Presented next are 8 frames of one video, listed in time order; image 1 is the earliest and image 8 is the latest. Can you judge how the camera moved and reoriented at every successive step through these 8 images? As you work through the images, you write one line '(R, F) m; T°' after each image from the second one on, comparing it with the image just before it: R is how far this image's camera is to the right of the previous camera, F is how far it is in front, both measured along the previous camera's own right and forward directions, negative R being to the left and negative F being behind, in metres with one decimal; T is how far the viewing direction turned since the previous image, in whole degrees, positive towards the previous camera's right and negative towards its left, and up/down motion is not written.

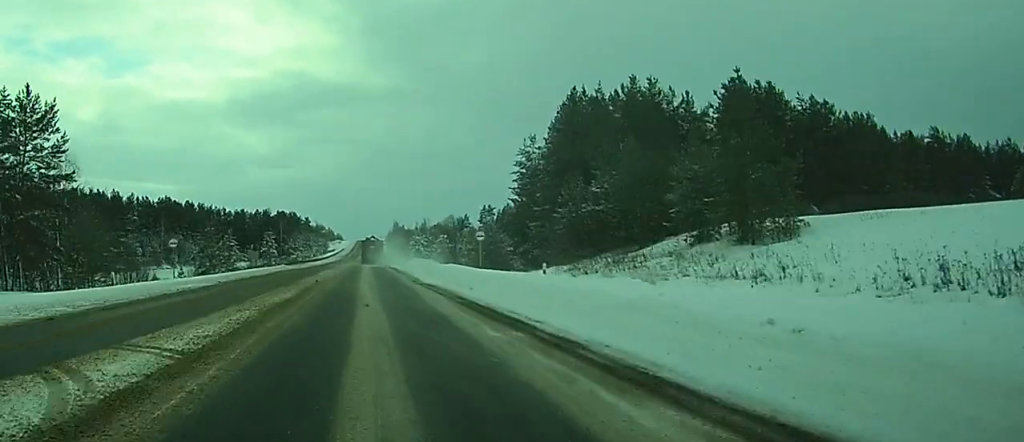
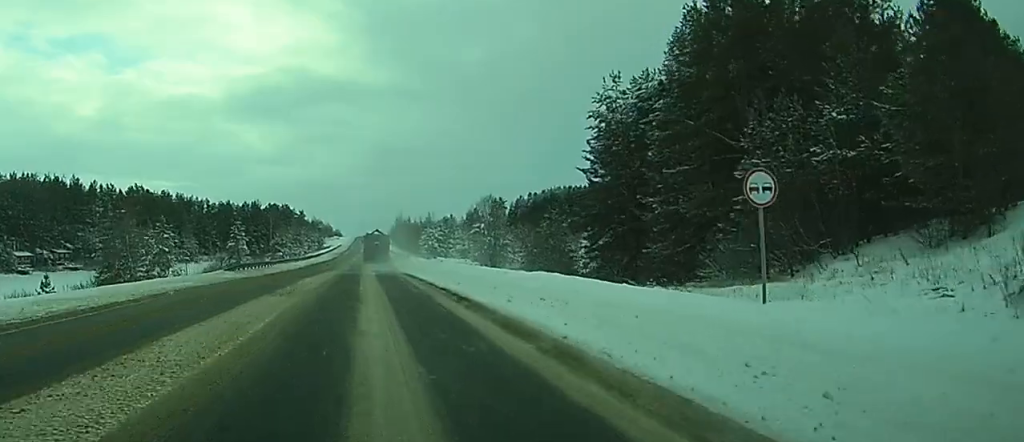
(-0.1, +39.7) m; 0°
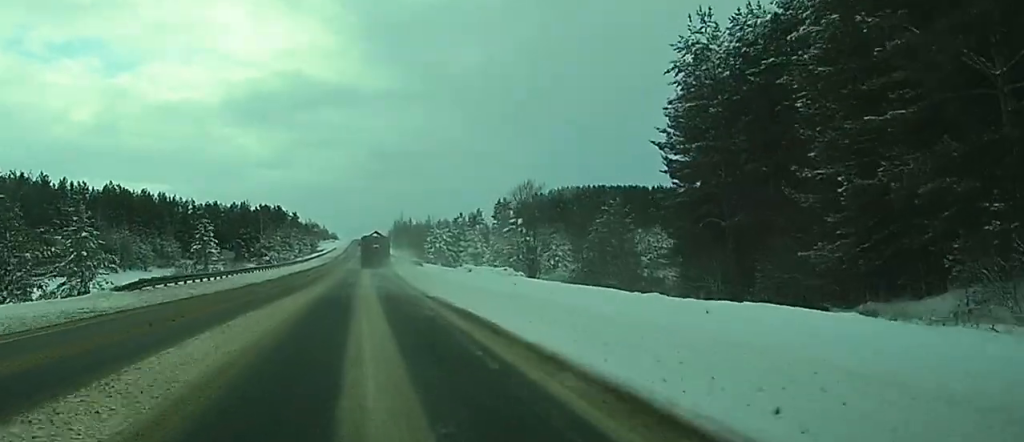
(0.0, +22.5) m; 0°
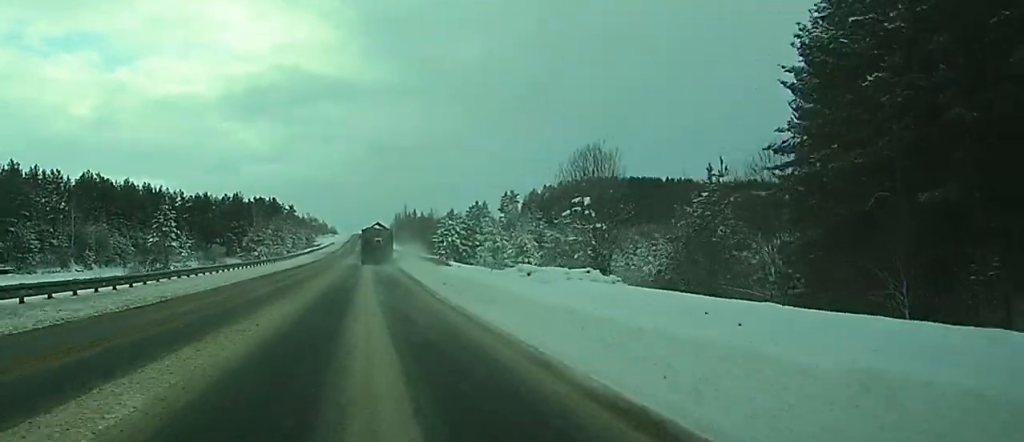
(0.0, +19.9) m; 0°
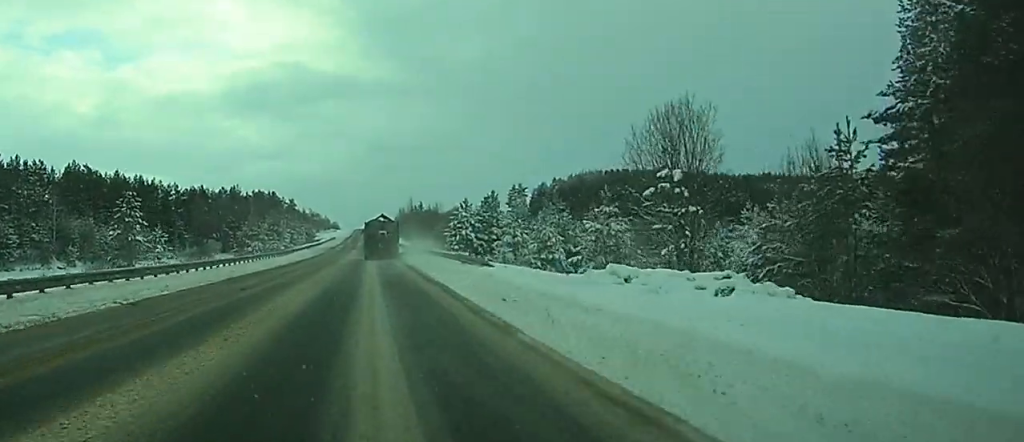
(0.0, +13.2) m; 0°
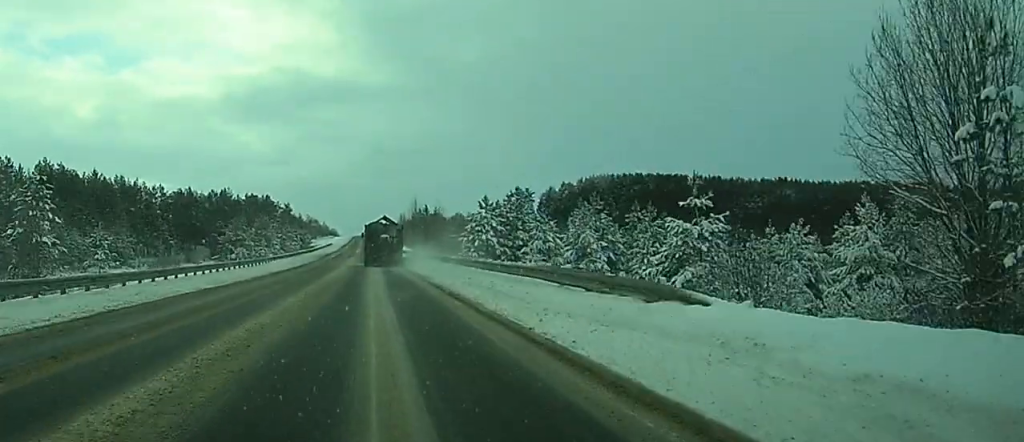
(0.0, +18.8) m; 0°
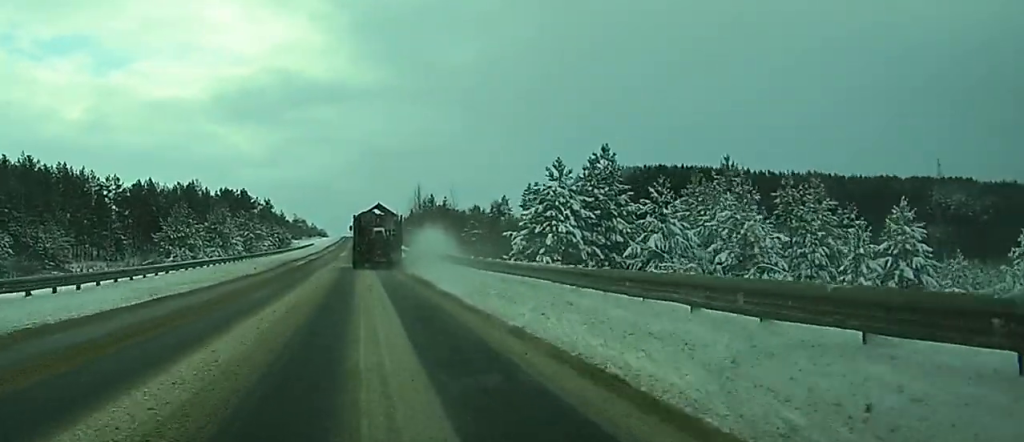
(0.0, +39.7) m; 0°
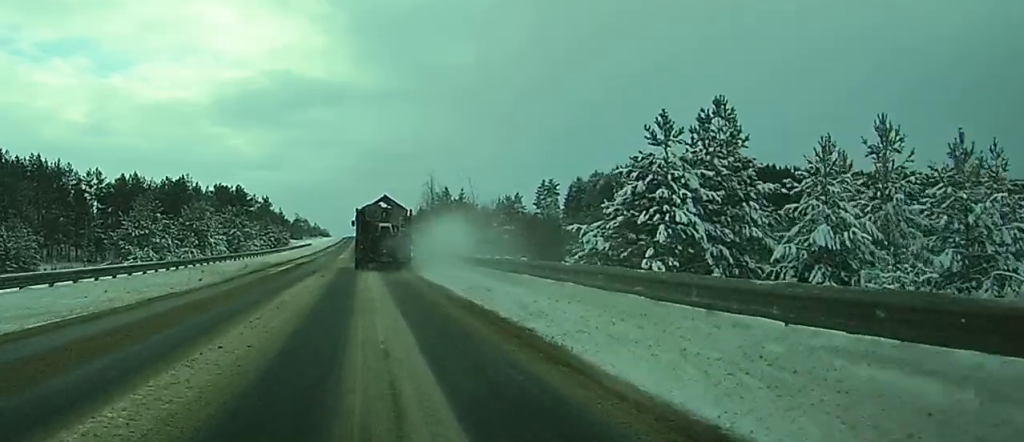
(0.0, +19.7) m; 0°
